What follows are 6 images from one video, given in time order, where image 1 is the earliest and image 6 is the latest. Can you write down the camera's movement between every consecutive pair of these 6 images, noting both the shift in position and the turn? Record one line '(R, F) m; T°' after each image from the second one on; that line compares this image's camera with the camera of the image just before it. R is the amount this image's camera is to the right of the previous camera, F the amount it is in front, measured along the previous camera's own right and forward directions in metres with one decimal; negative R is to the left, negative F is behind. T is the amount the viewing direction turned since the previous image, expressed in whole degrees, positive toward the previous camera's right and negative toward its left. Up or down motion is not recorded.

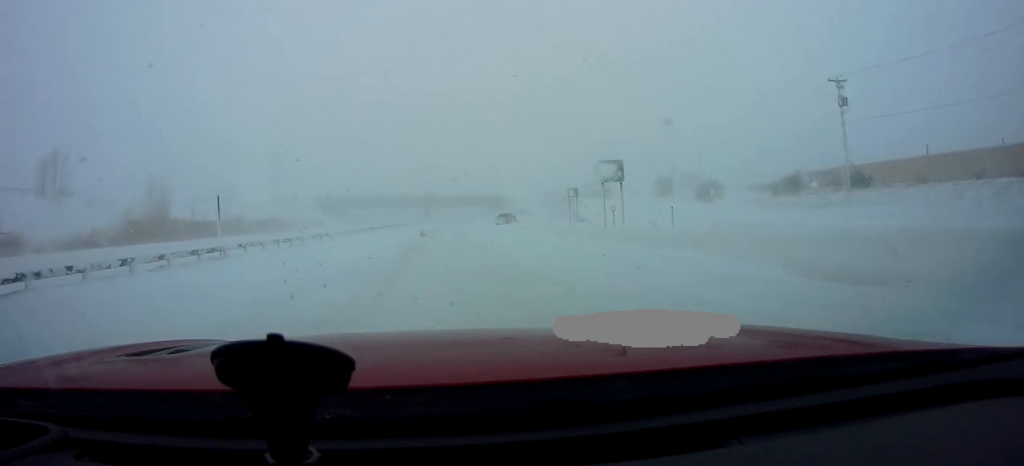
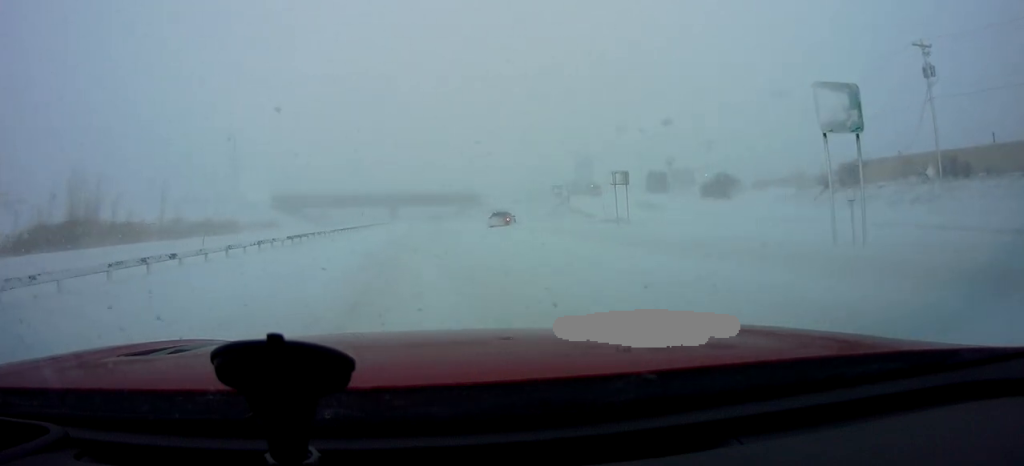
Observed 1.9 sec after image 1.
(-0.6, +16.6) m; +2°
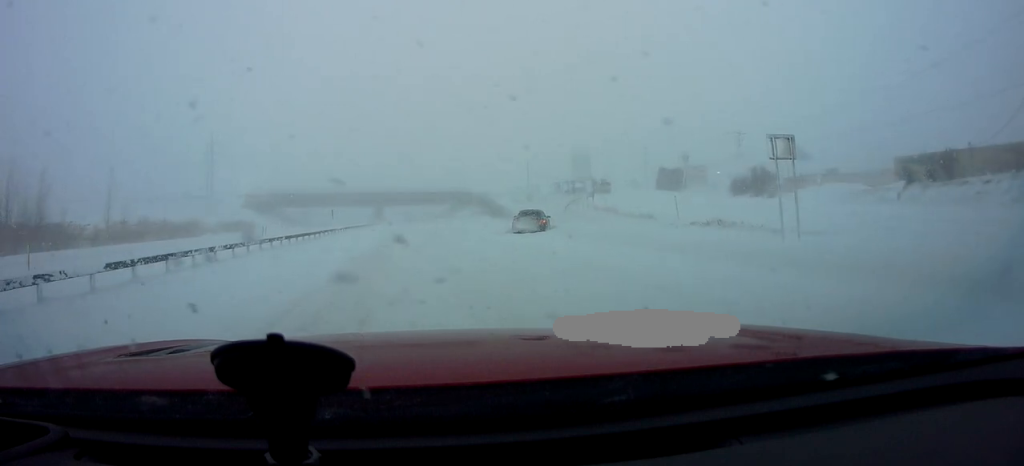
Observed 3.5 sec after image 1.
(+0.9, +14.5) m; +4°
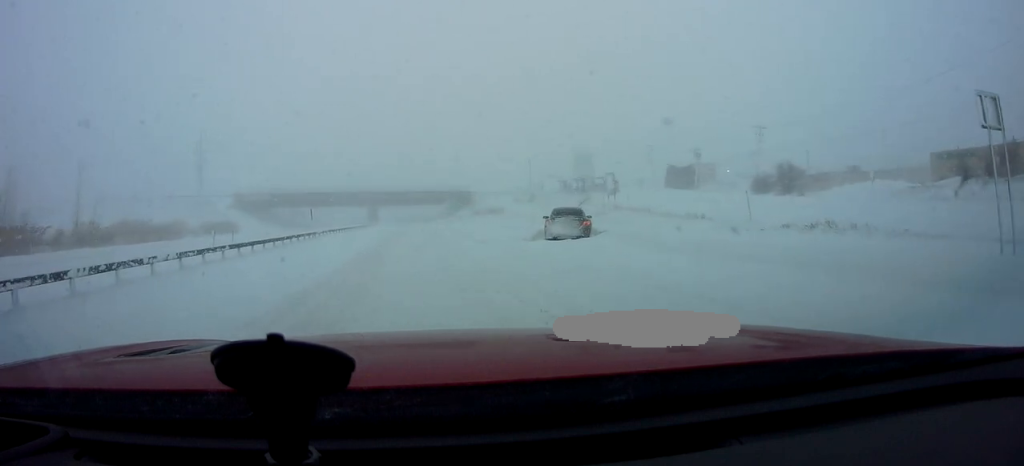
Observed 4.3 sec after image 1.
(0.0, +7.9) m; 0°
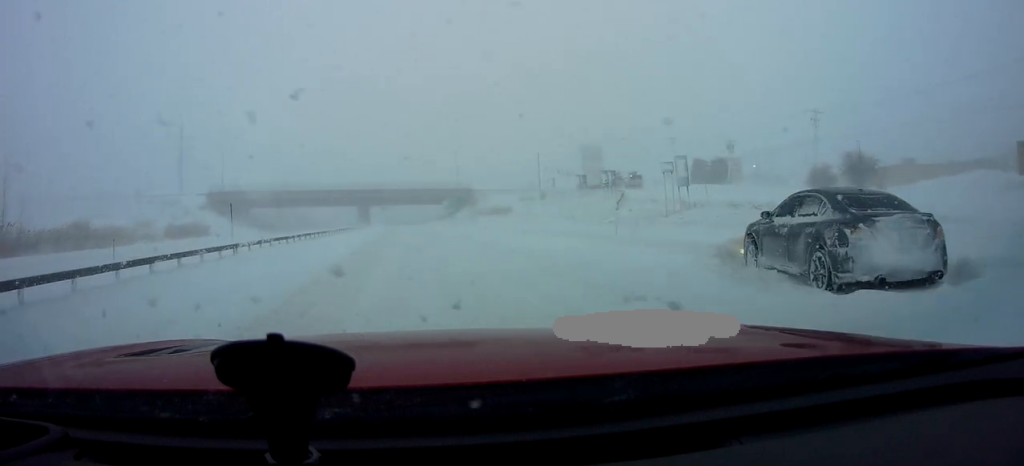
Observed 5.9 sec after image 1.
(0.0, +16.2) m; 0°
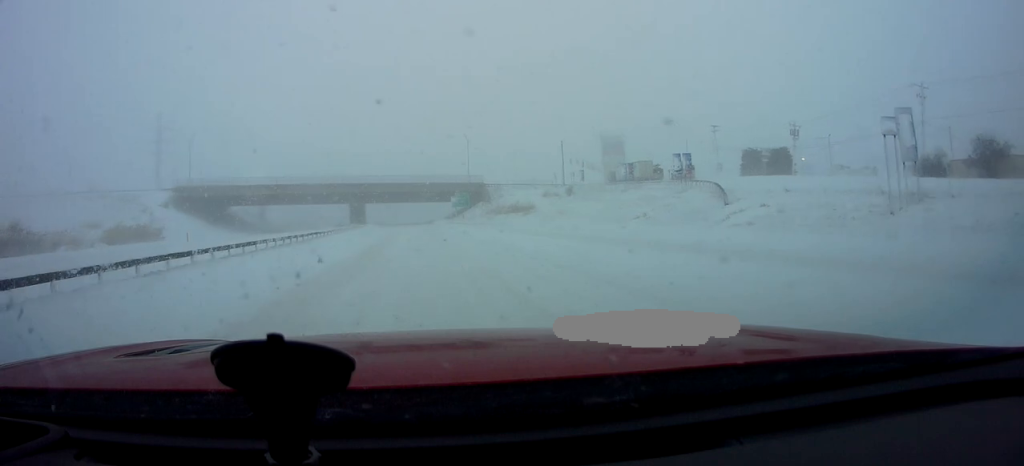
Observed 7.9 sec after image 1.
(0.0, +20.9) m; +1°
